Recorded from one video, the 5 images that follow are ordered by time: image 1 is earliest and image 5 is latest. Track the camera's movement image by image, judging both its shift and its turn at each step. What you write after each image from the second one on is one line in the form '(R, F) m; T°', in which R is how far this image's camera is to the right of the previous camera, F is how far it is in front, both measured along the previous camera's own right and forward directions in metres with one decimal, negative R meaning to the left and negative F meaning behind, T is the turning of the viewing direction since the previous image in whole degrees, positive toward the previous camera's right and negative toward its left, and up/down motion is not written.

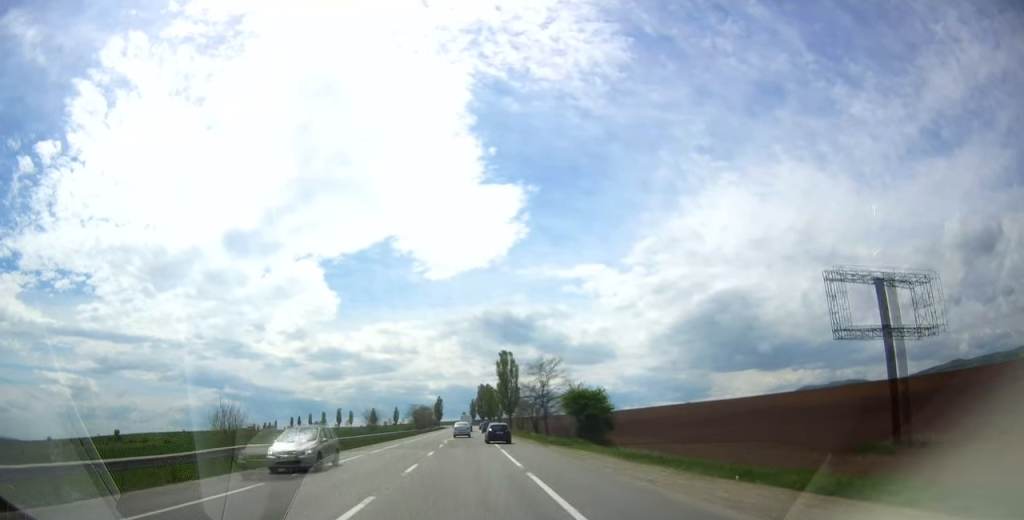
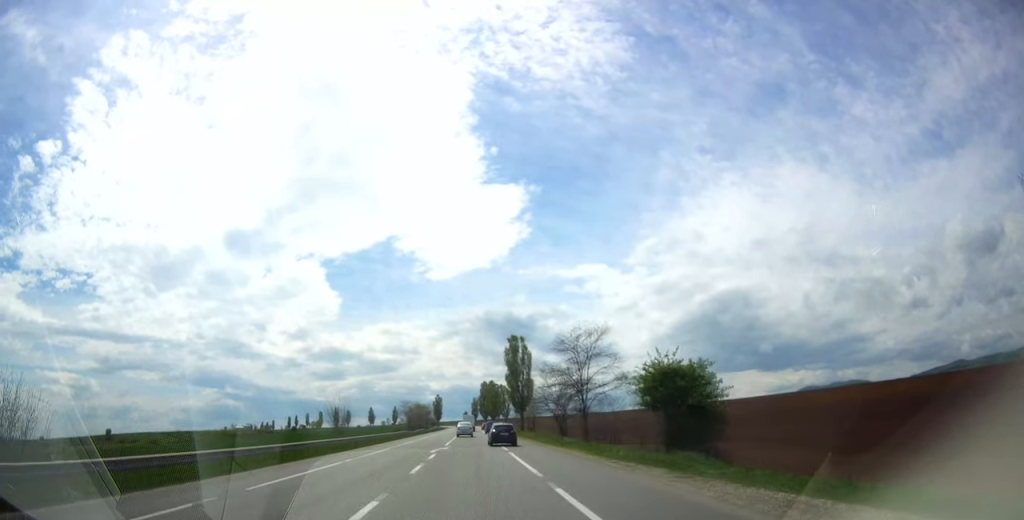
(0.0, +18.5) m; 0°
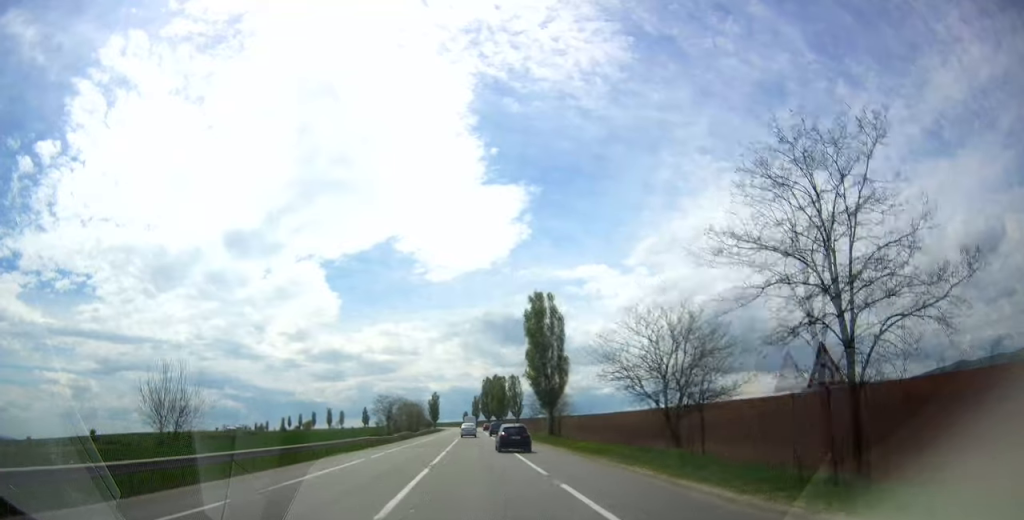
(+0.1, +29.2) m; 0°
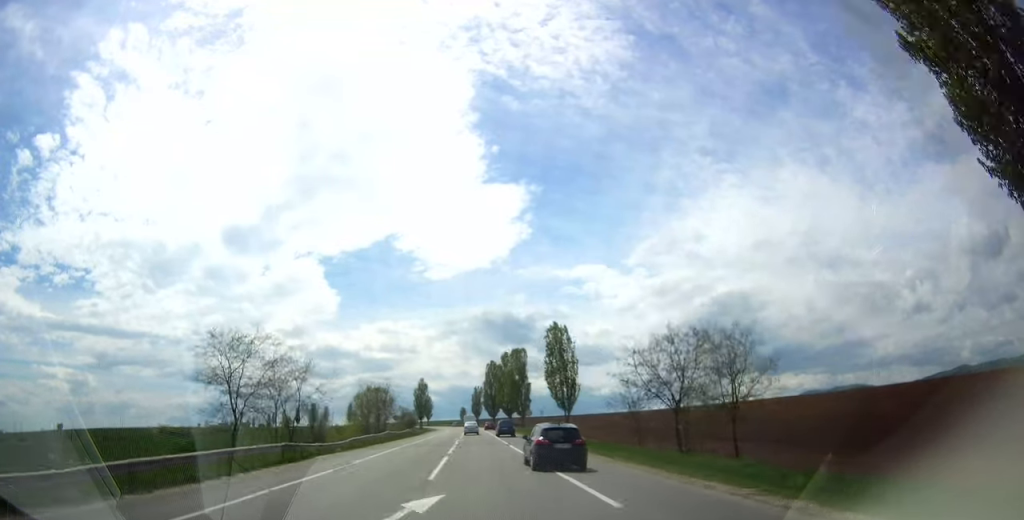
(0.0, +51.9) m; 0°
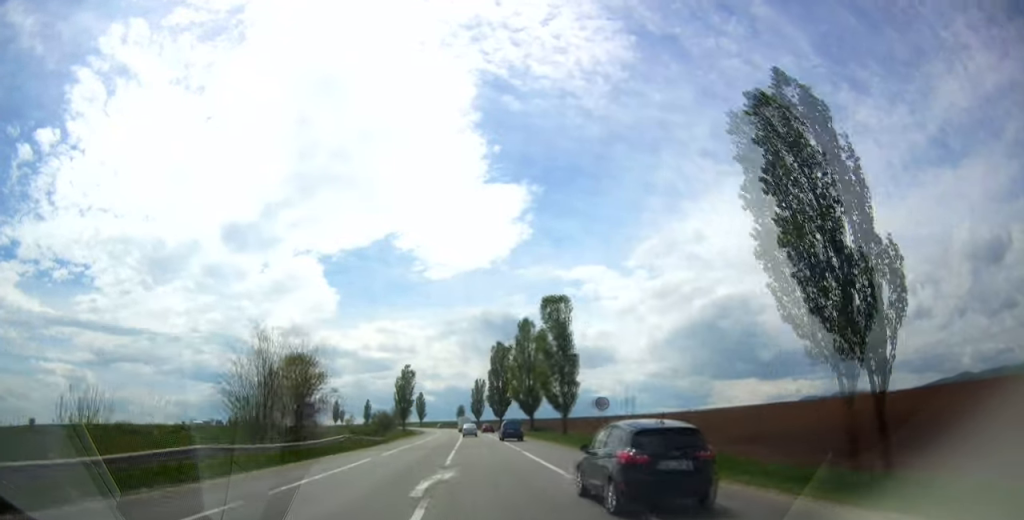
(-0.1, +39.2) m; 0°
